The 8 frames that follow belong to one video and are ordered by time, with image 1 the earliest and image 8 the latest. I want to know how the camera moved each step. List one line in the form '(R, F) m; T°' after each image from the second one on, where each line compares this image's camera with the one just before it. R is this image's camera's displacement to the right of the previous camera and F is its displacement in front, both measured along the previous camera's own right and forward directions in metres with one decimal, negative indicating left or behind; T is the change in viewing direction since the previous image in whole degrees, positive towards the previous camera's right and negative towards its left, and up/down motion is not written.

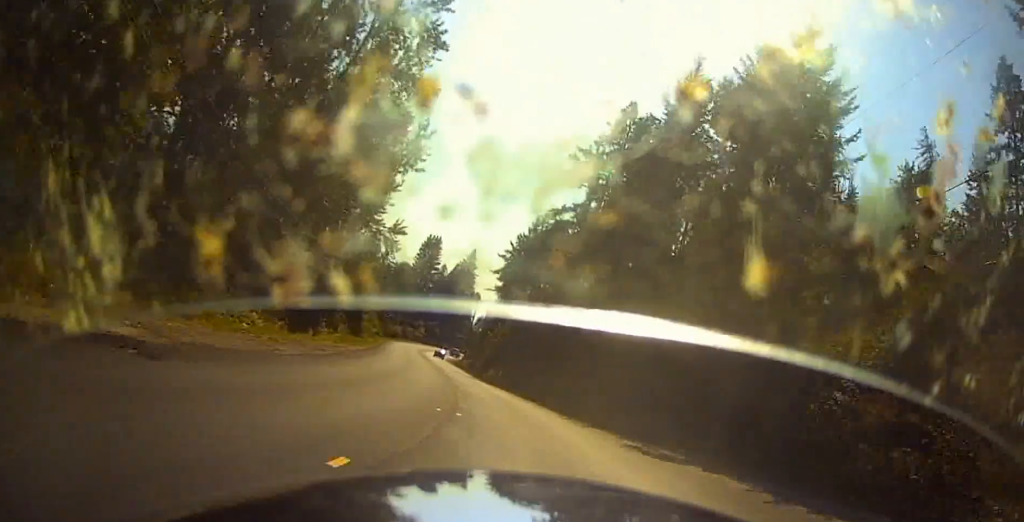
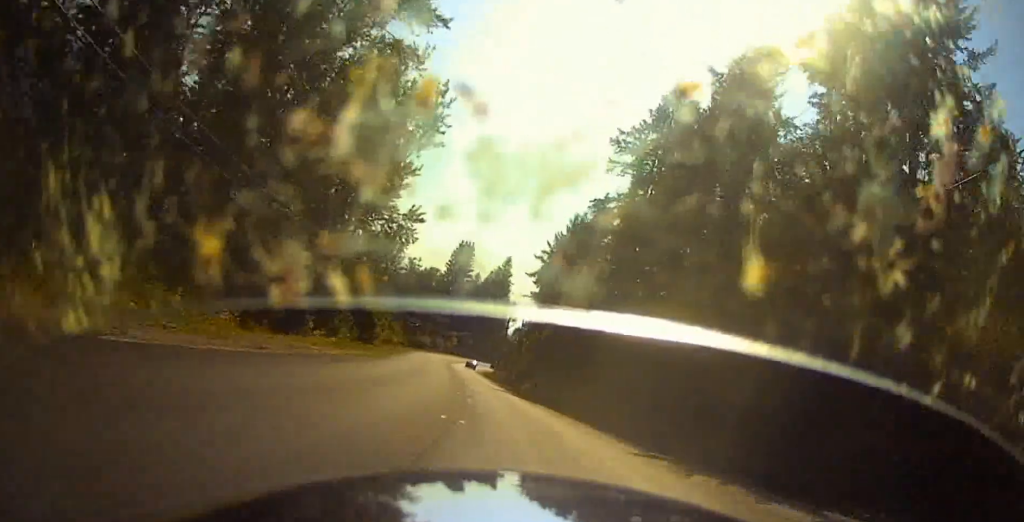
(-0.2, +10.7) m; -1°
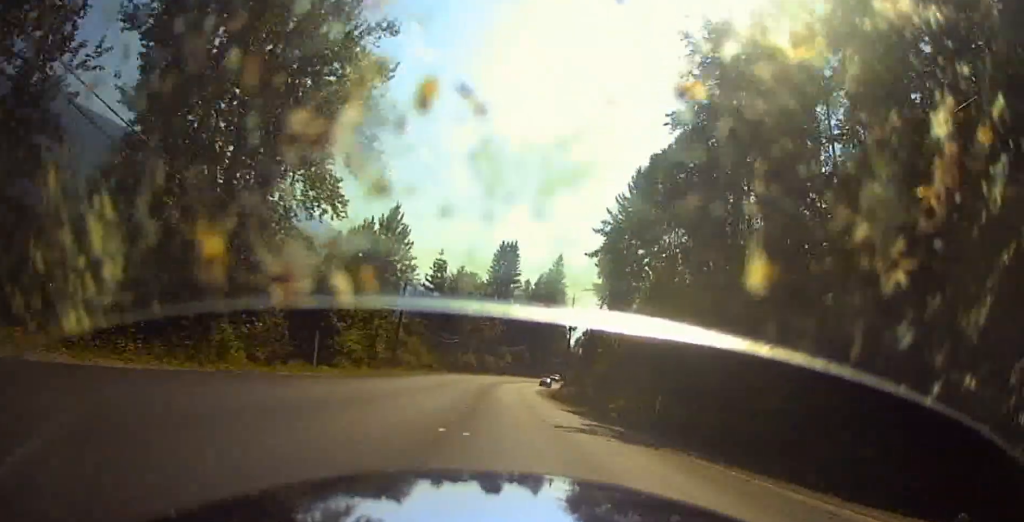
(-0.1, +29.4) m; +1°
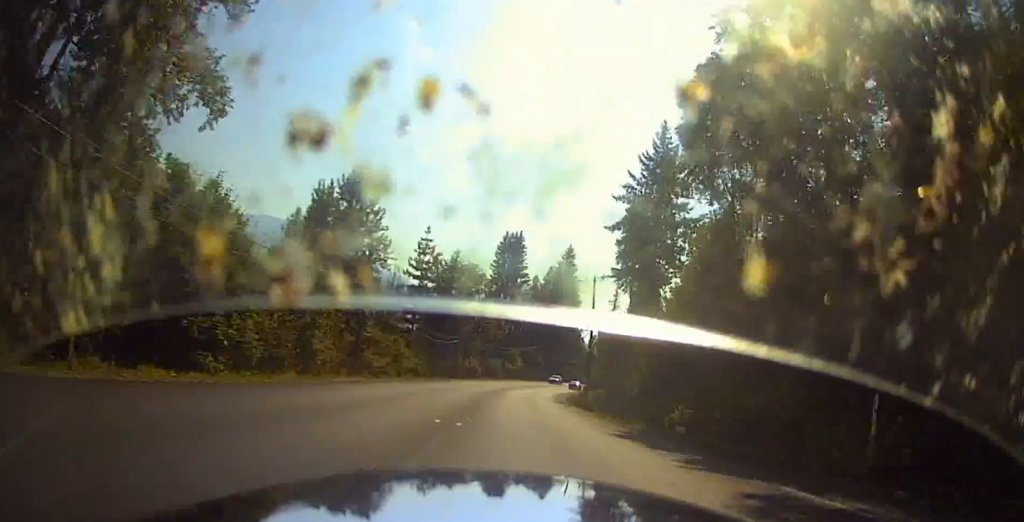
(+0.3, +15.4) m; +2°
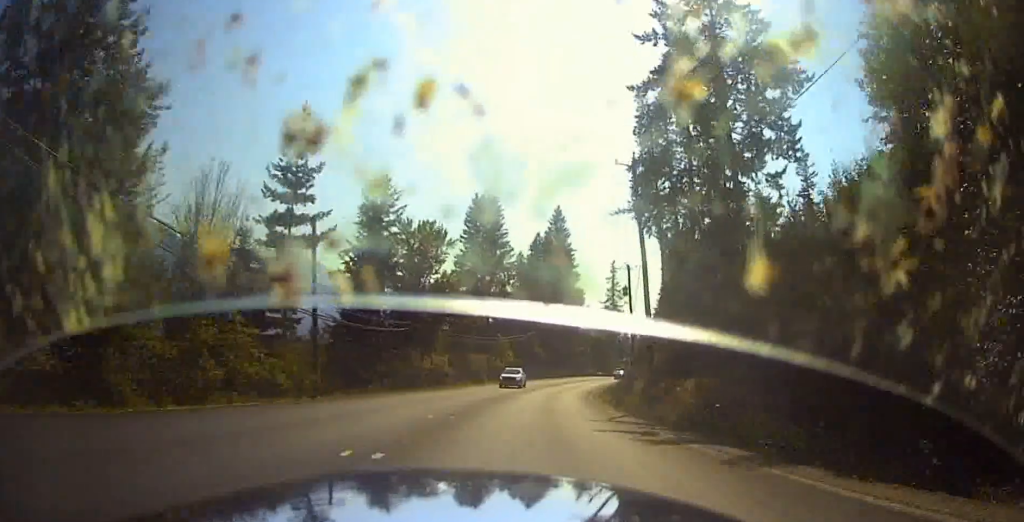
(+1.0, +32.8) m; +3°
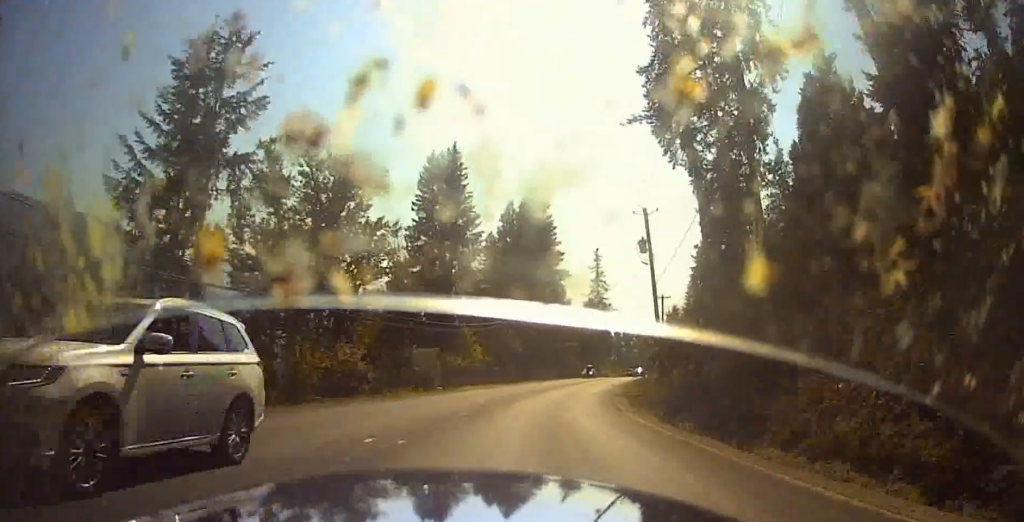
(+0.6, +21.0) m; +5°
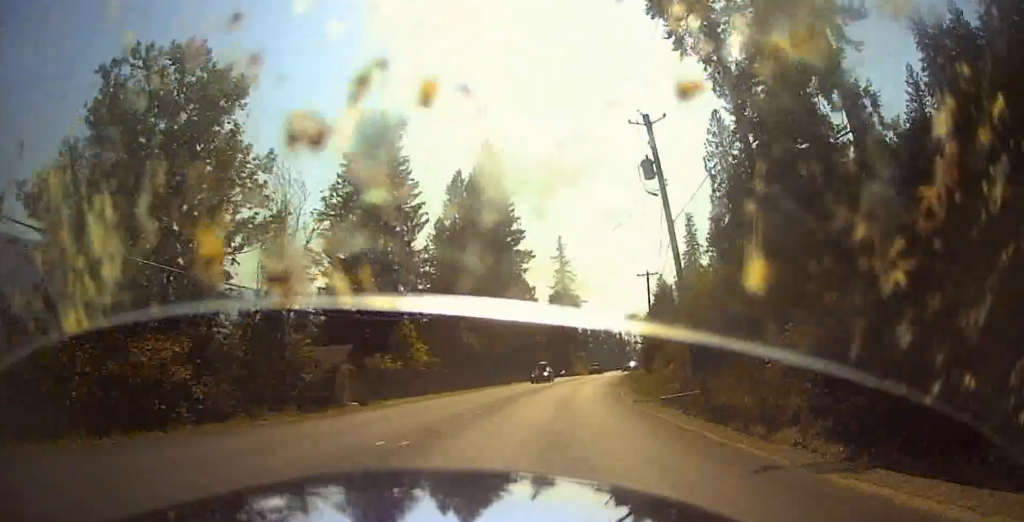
(+0.6, +15.4) m; +4°
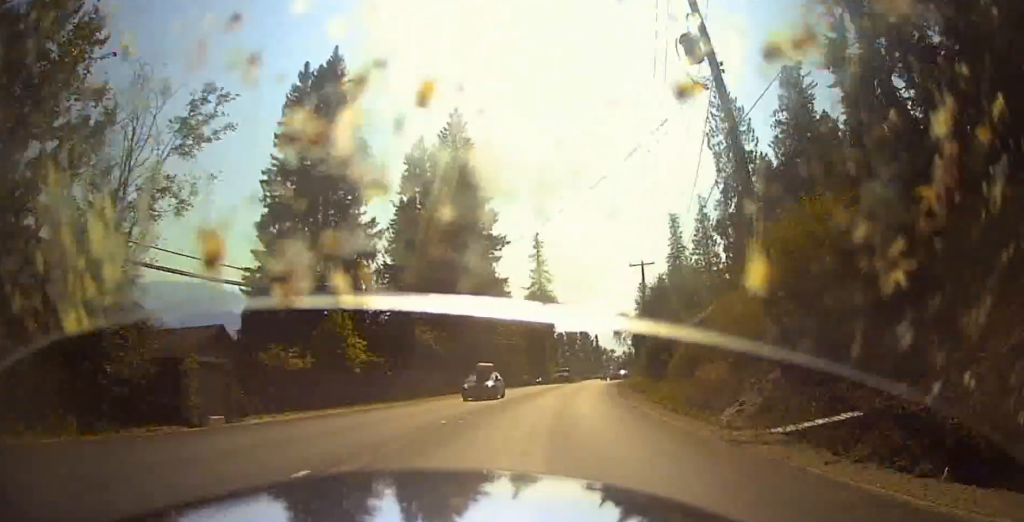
(+0.4, +13.2) m; +2°
